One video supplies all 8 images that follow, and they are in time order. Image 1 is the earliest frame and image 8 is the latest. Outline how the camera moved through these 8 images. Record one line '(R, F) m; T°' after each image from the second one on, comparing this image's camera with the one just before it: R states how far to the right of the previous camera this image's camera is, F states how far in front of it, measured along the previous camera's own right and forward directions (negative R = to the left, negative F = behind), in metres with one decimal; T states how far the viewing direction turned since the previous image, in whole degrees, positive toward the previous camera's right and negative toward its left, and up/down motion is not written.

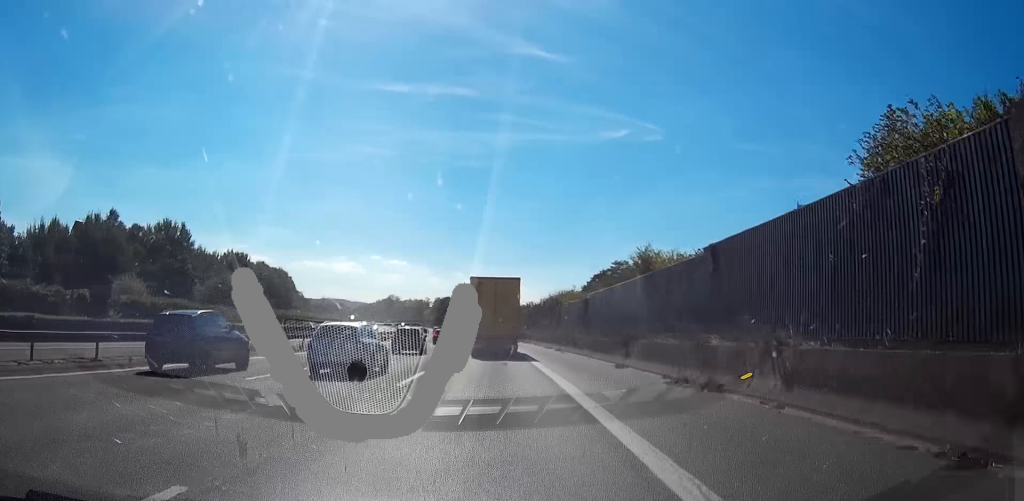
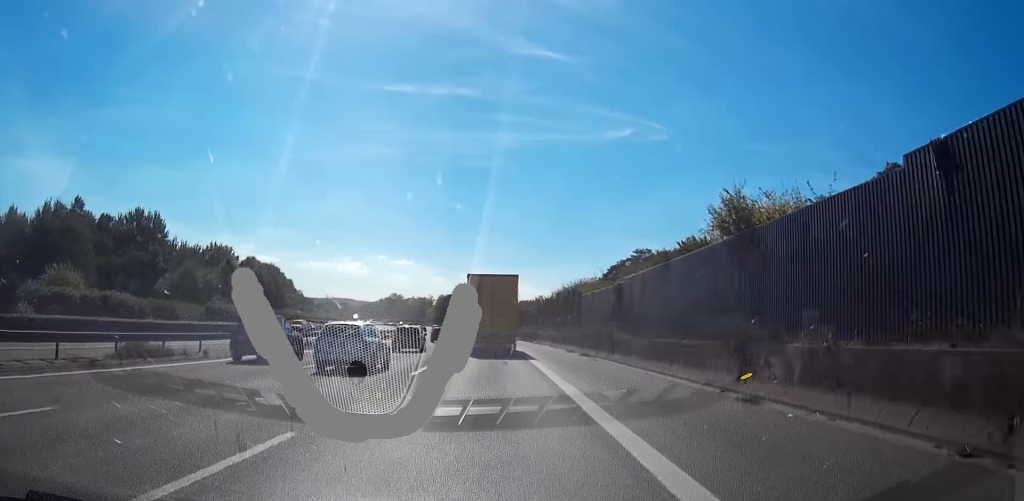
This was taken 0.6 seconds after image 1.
(-0.1, +14.4) m; -1°
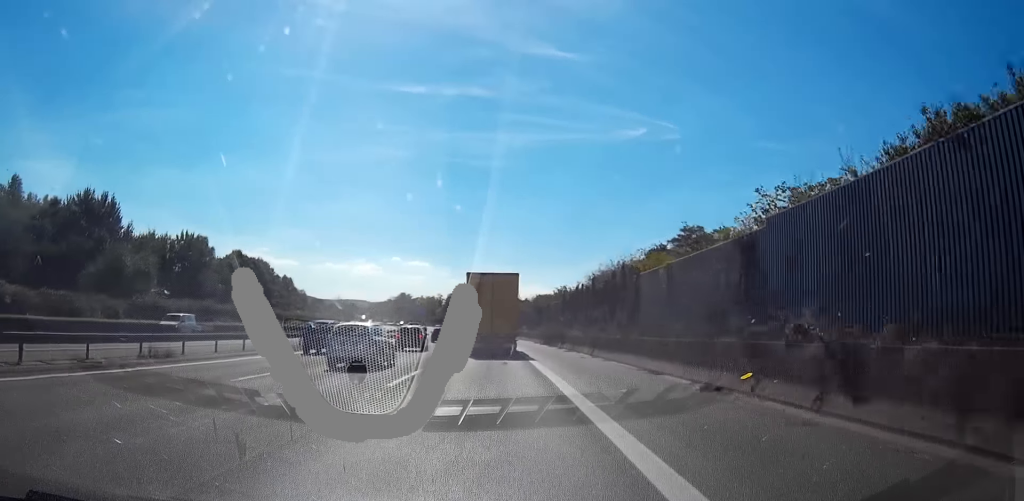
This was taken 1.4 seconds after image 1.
(-0.2, +22.0) m; -2°
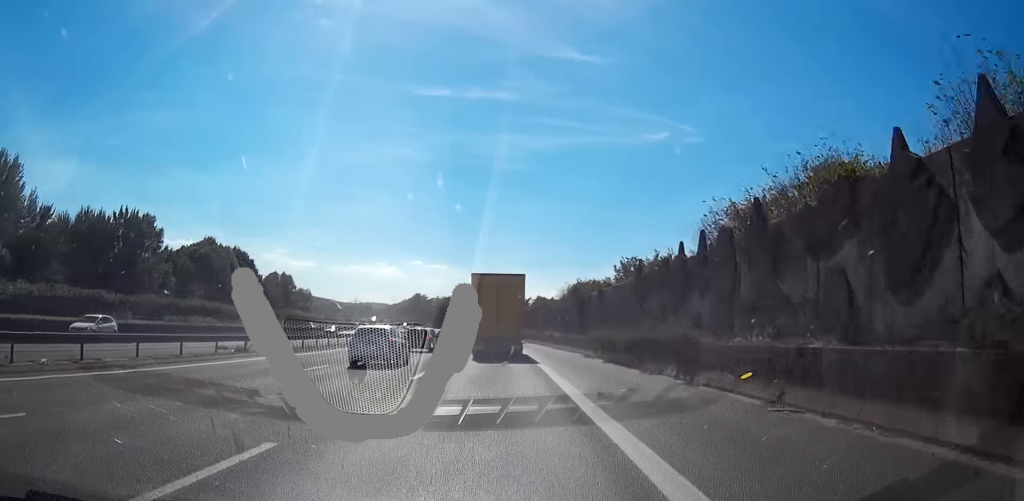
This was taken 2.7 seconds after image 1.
(-0.6, +33.1) m; -1°
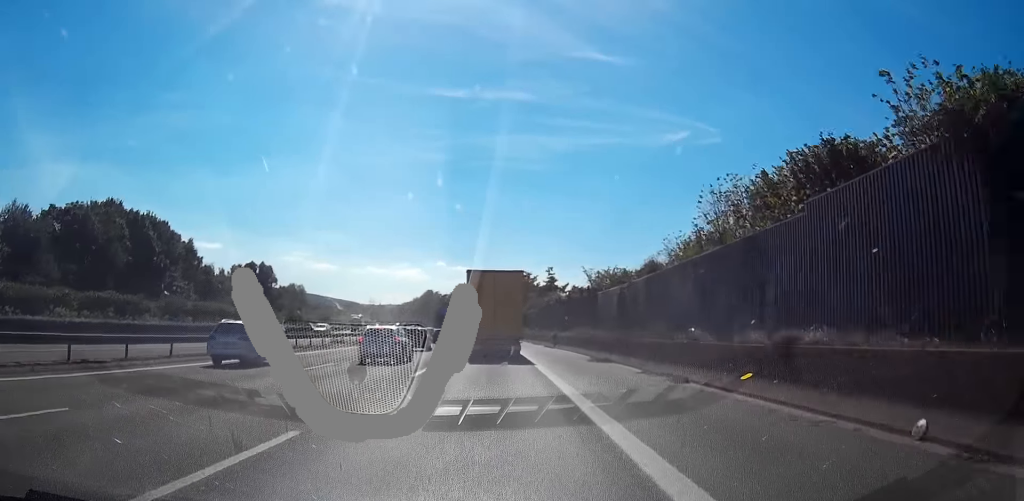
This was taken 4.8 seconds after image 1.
(0.0, +53.4) m; 0°
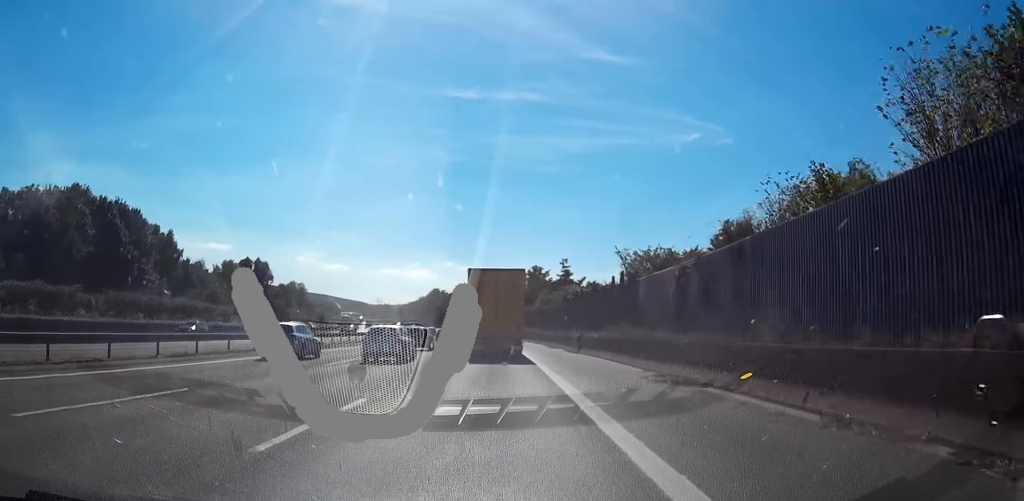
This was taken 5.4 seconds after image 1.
(0.0, +13.4) m; 0°
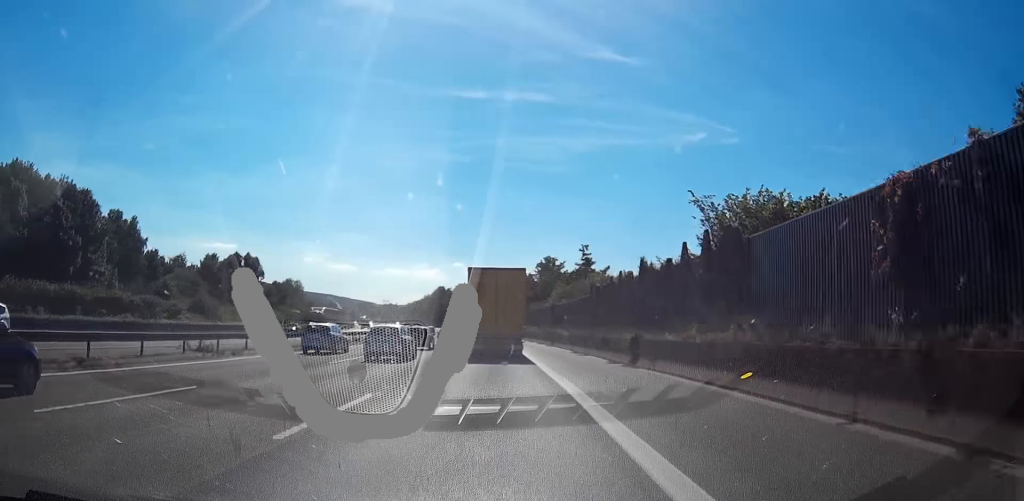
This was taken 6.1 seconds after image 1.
(+0.1, +17.8) m; -1°
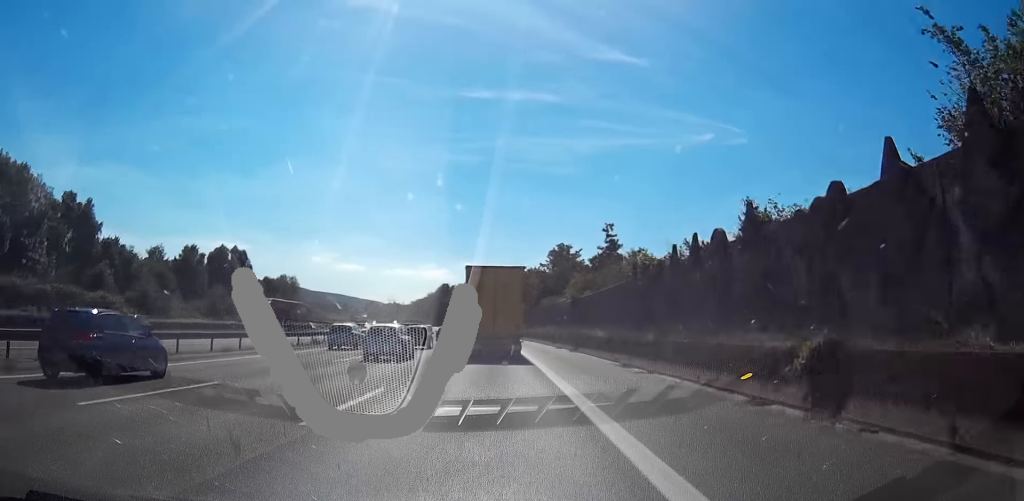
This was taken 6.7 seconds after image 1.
(-0.3, +17.0) m; -1°
